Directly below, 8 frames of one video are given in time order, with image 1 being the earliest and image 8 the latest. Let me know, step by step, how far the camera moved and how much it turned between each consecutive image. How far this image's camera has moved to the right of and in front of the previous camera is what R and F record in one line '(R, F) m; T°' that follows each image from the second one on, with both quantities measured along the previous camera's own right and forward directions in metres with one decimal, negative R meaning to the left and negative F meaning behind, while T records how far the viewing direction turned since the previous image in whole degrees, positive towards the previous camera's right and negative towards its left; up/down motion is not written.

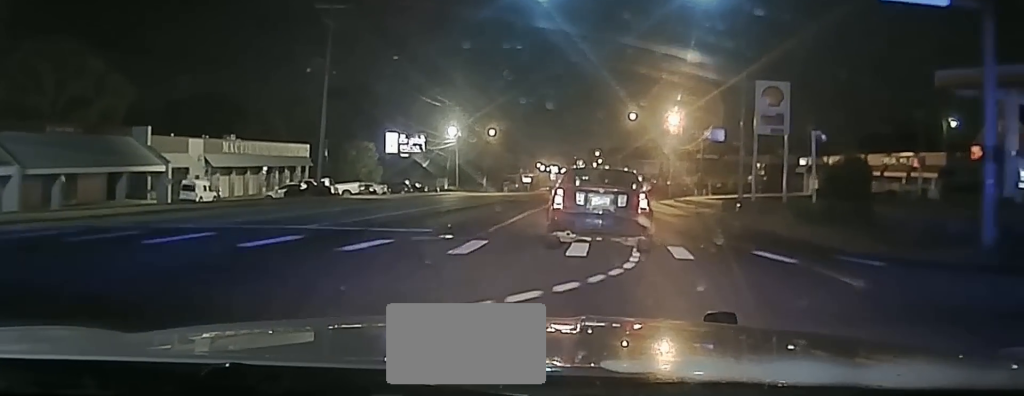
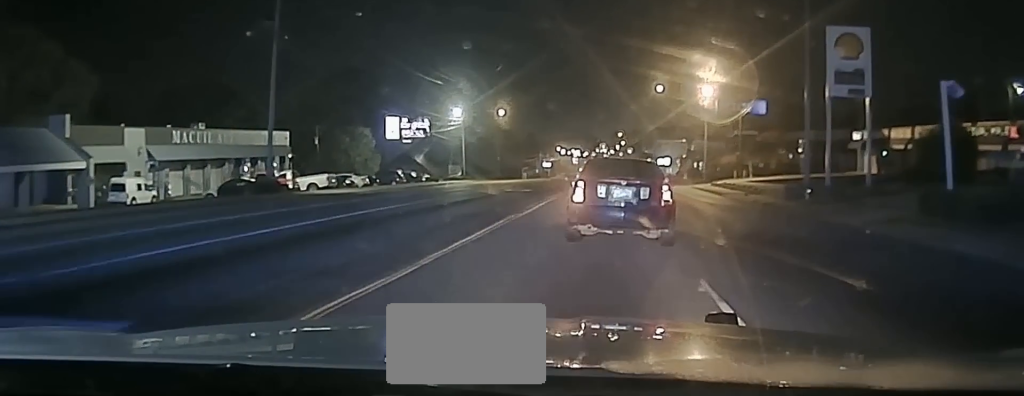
(-0.3, +12.6) m; -2°
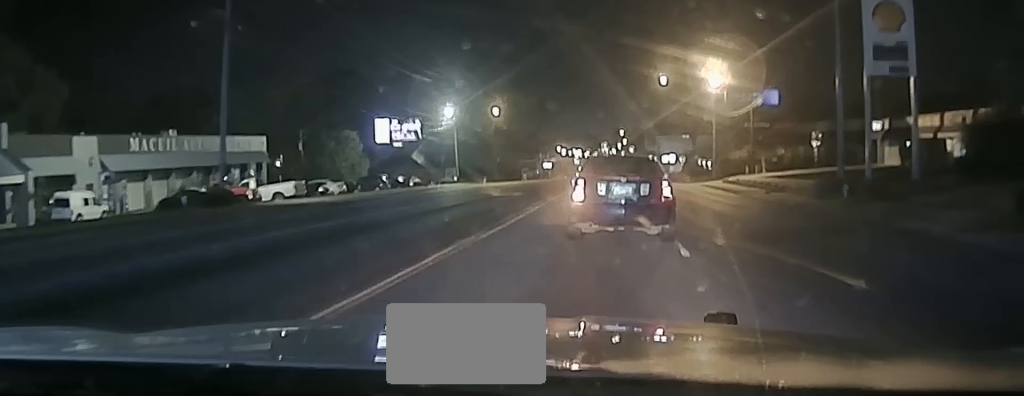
(-0.1, +7.5) m; 0°
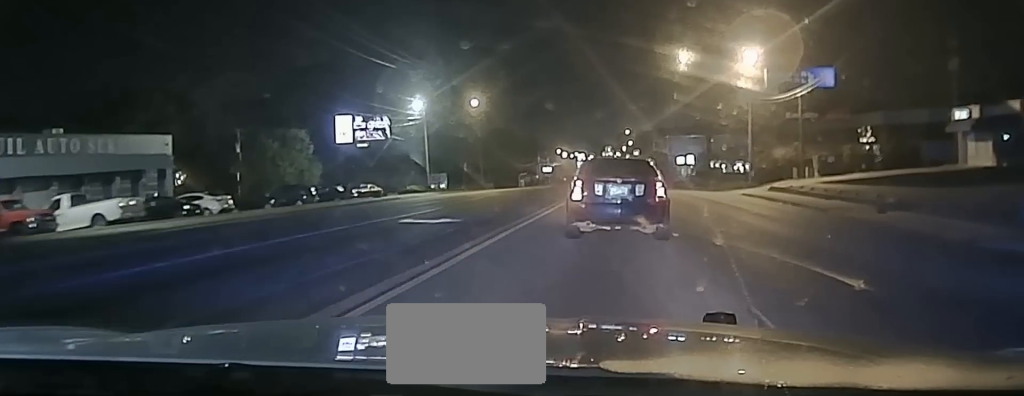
(+0.4, +22.0) m; +1°
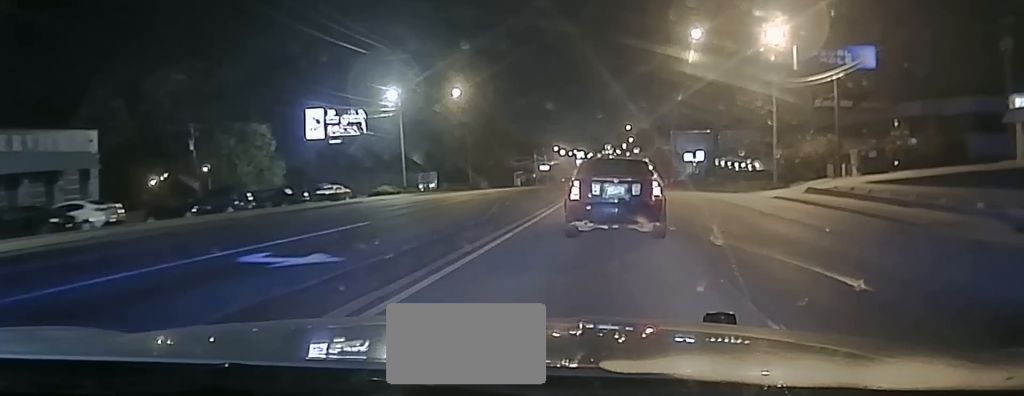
(-0.1, +11.3) m; 0°
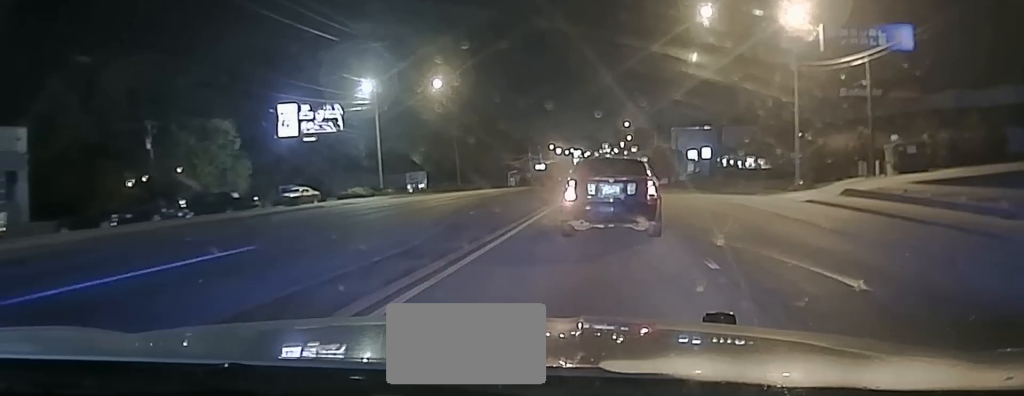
(-0.2, +9.5) m; 0°
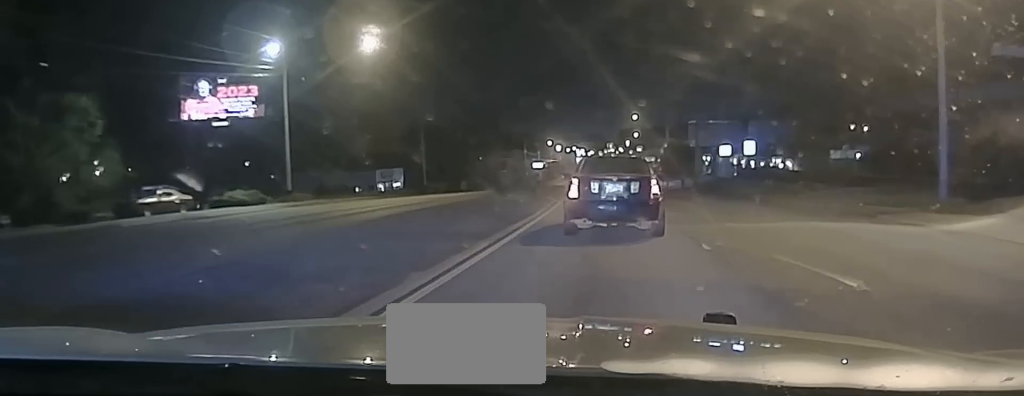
(+0.3, +23.3) m; +1°
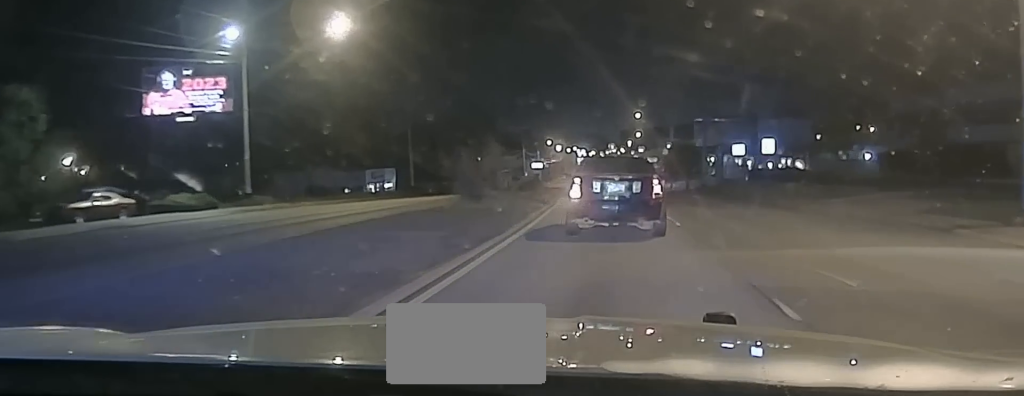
(0.0, +7.0) m; 0°
